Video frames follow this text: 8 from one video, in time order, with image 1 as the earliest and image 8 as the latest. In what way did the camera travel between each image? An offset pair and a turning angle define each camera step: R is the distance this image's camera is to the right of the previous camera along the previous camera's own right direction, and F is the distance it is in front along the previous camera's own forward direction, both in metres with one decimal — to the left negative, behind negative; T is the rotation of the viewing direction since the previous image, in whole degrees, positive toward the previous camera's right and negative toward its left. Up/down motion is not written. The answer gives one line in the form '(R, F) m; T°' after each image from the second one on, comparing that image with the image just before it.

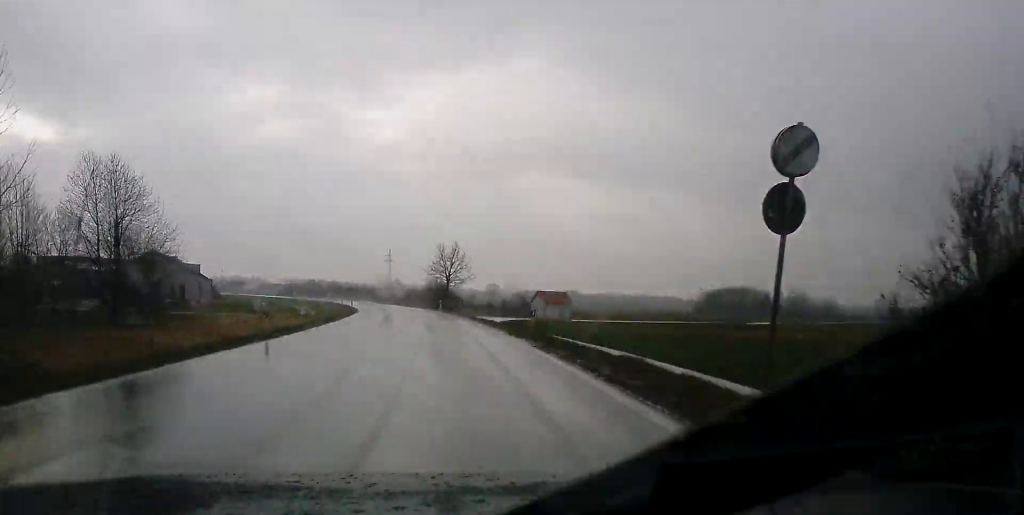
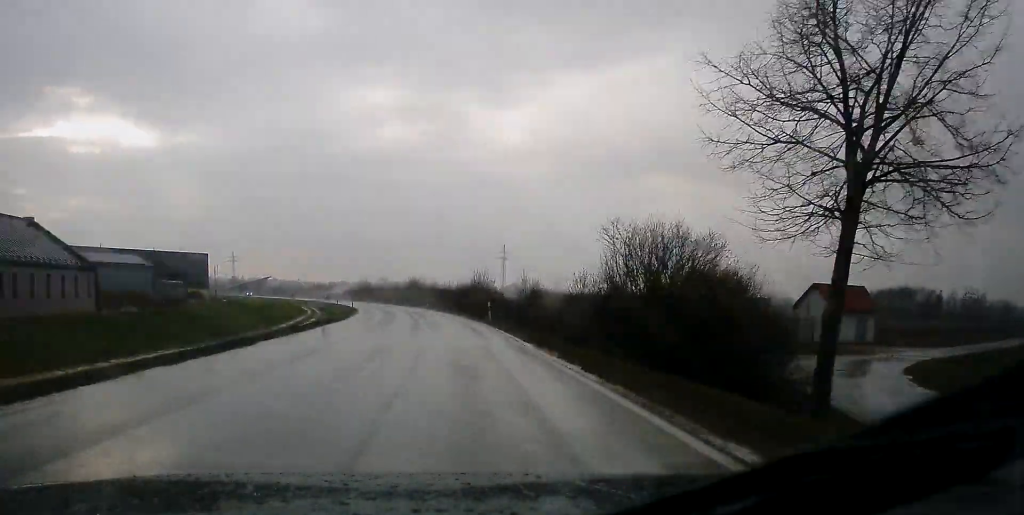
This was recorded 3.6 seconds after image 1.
(-12.3, +87.7) m; -6°
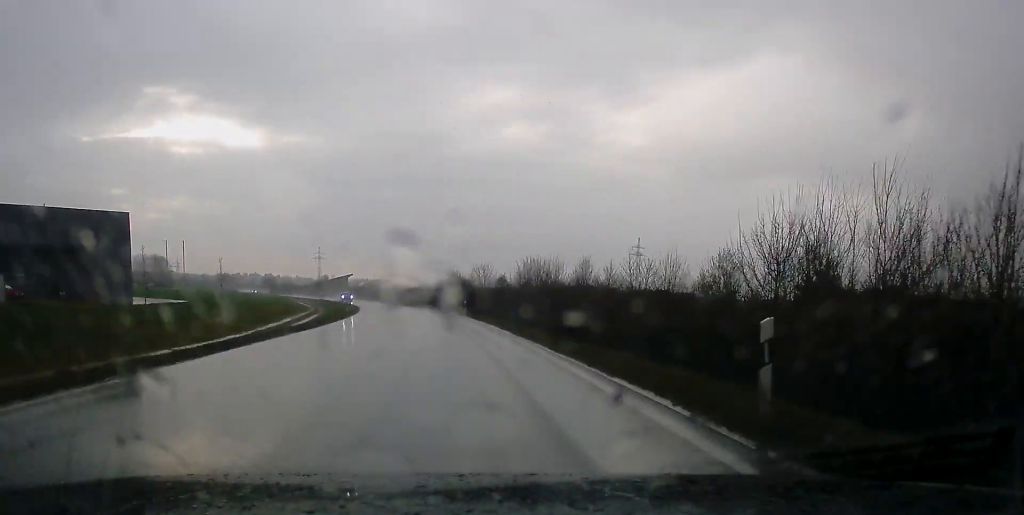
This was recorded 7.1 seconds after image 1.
(+1.6, +74.3) m; -7°
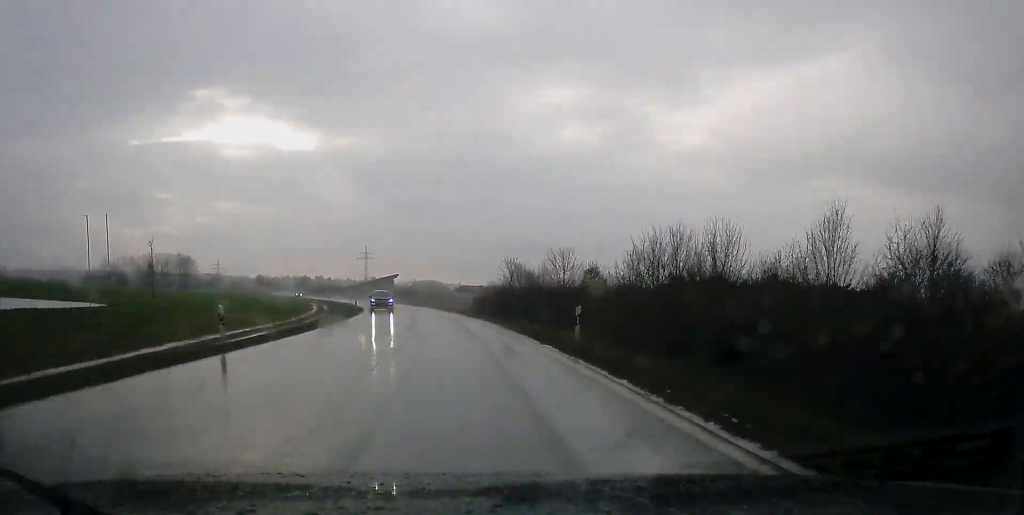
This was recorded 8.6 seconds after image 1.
(-3.1, +35.0) m; -7°
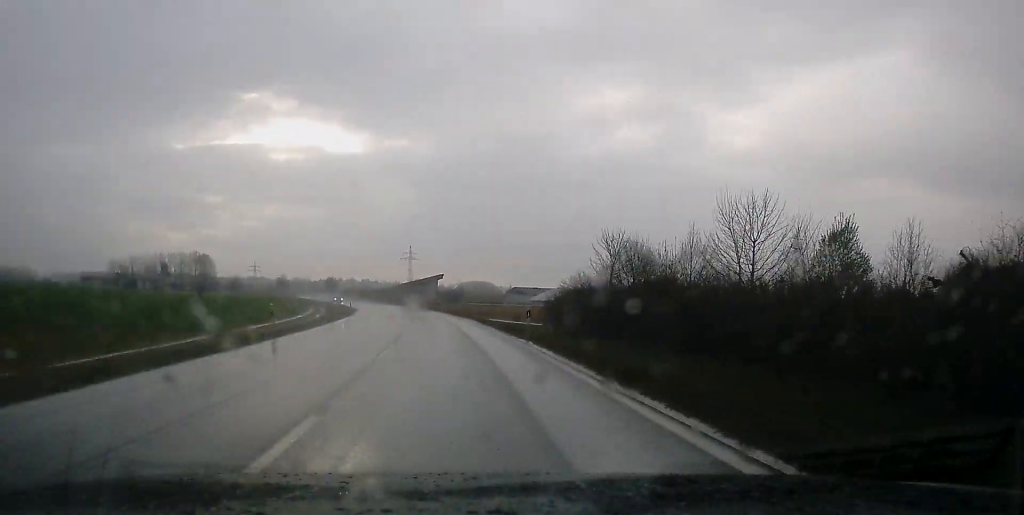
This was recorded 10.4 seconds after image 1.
(-0.8, +40.1) m; -4°
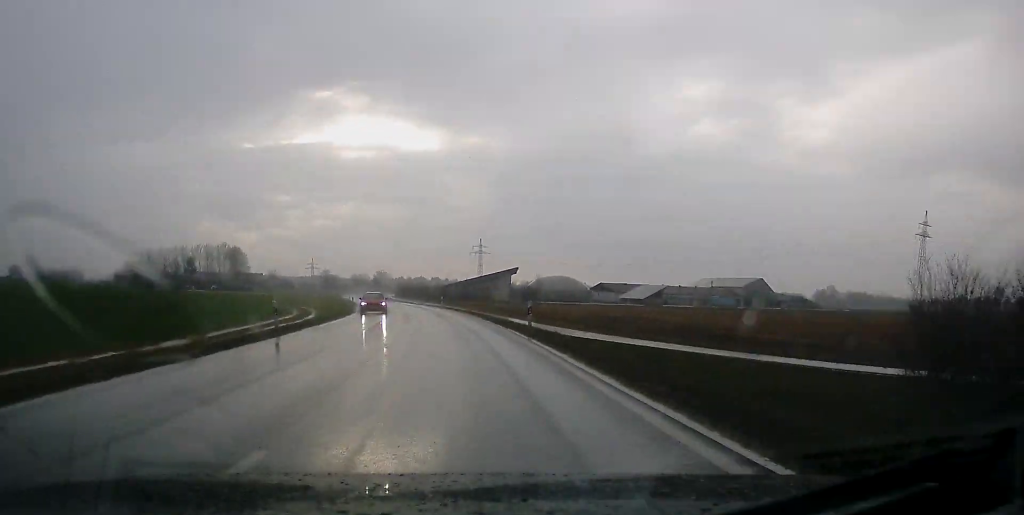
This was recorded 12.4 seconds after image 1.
(-2.3, +50.1) m; -5°
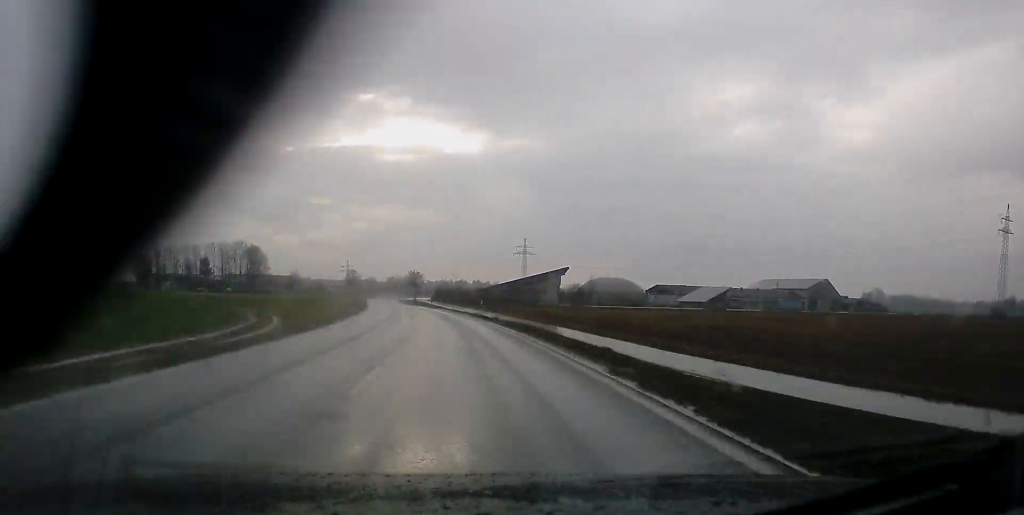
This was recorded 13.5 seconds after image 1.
(-0.9, +27.8) m; -2°
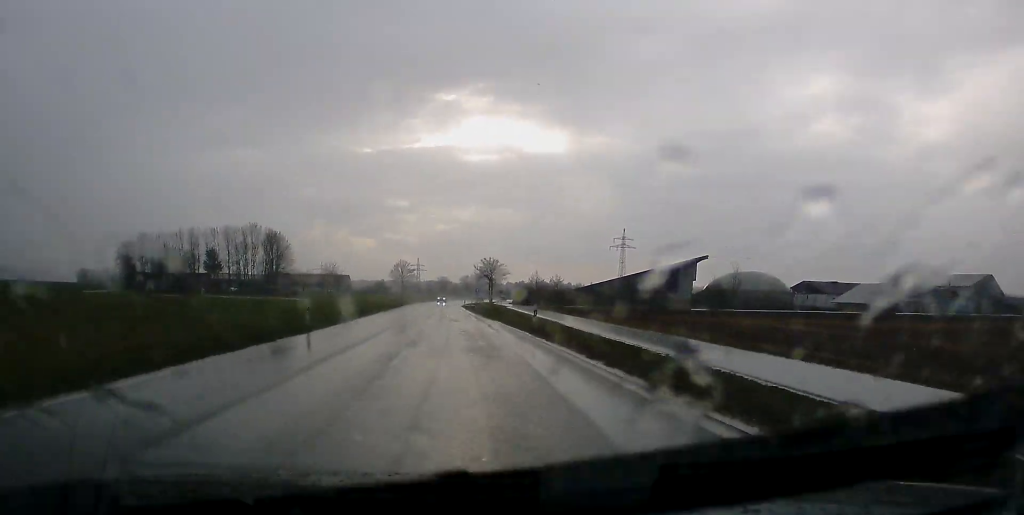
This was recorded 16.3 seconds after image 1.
(-3.0, +67.3) m; -4°
